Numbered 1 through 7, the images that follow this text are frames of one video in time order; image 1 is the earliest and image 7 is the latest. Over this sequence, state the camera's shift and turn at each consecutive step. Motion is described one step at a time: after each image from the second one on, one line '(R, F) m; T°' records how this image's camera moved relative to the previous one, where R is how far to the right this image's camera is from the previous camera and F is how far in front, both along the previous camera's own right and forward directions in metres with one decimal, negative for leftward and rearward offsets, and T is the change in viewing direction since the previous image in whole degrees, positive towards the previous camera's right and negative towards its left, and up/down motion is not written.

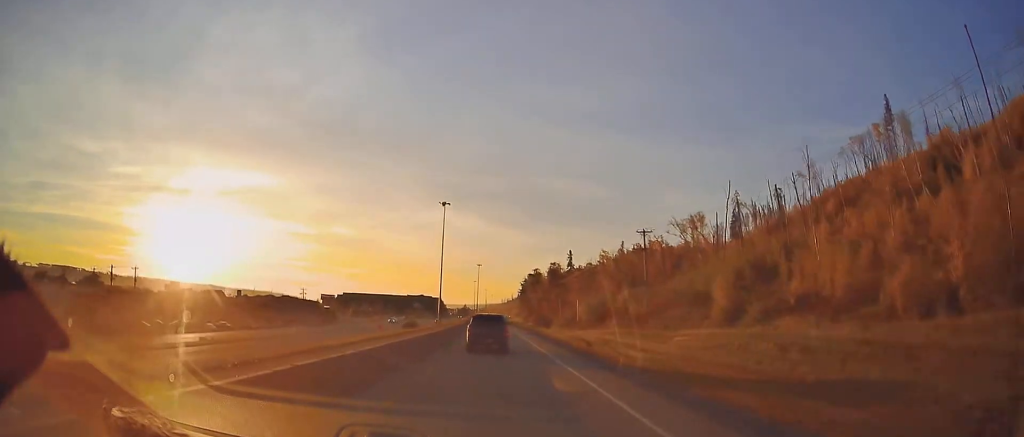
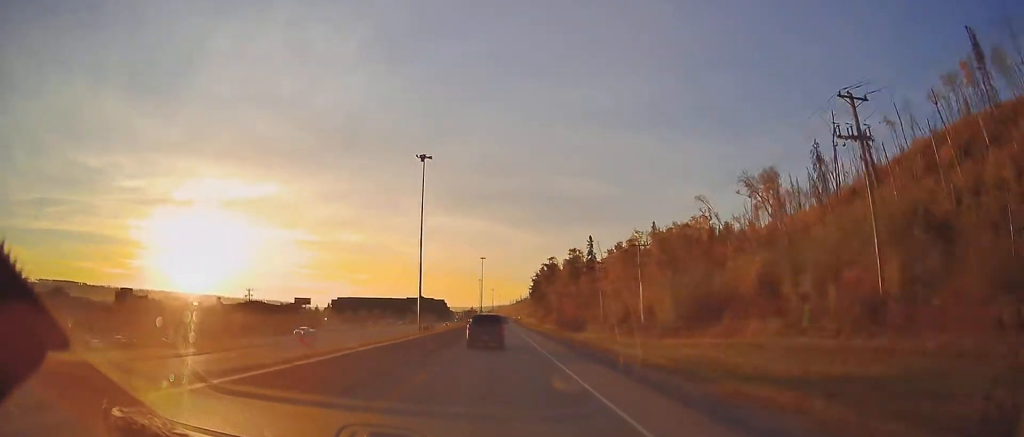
(-0.5, +43.9) m; -1°
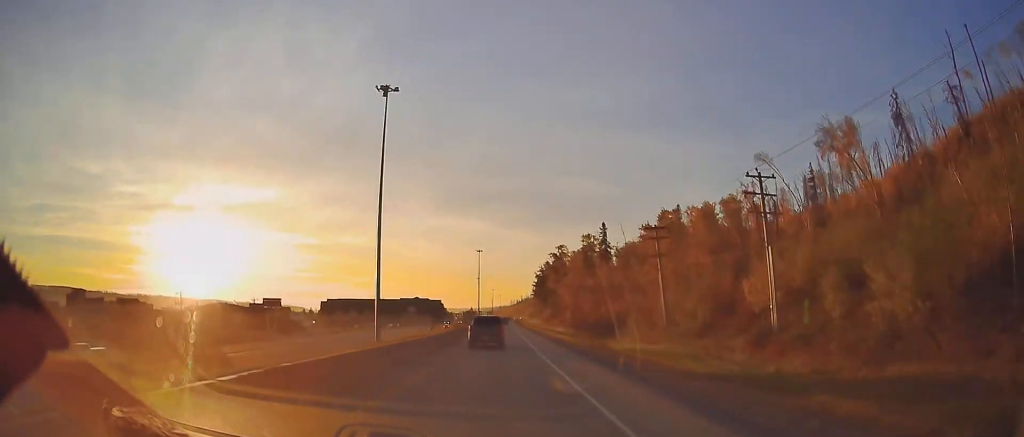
(-0.1, +30.9) m; 0°
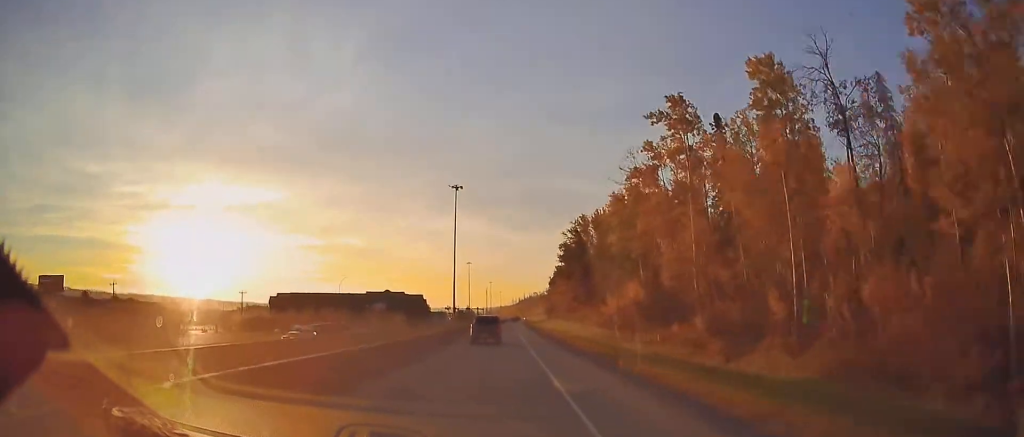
(0.0, +105.9) m; 0°
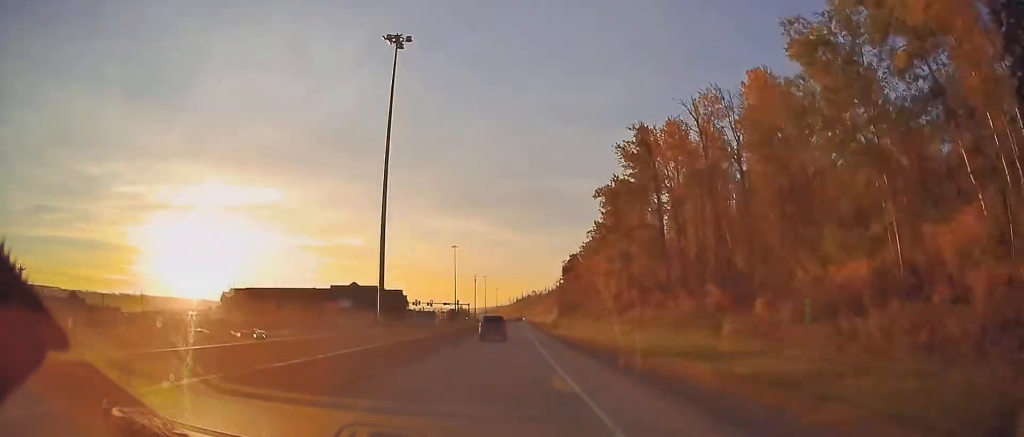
(+0.3, +61.8) m; 0°
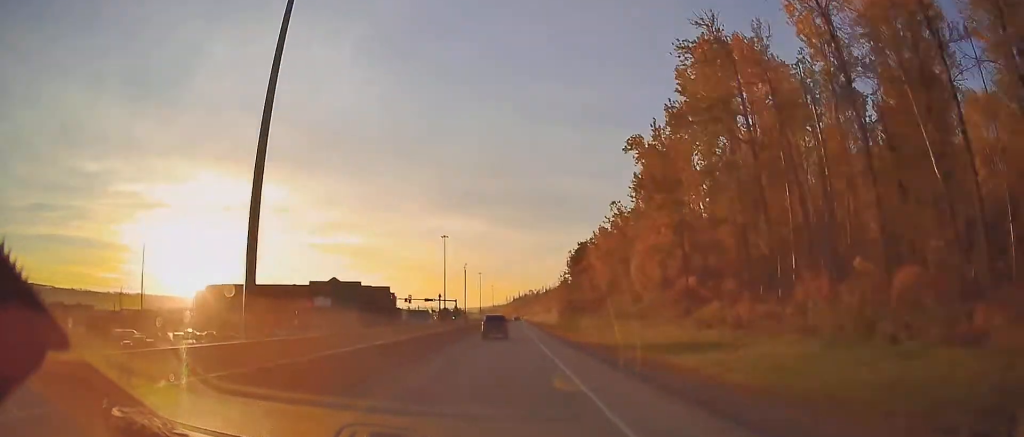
(-0.2, +24.2) m; 0°
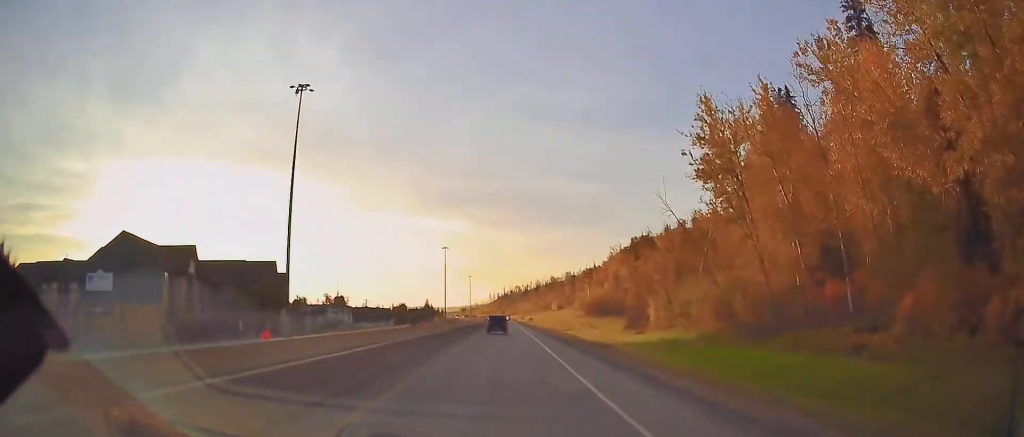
(+2.0, +126.2) m; +1°
